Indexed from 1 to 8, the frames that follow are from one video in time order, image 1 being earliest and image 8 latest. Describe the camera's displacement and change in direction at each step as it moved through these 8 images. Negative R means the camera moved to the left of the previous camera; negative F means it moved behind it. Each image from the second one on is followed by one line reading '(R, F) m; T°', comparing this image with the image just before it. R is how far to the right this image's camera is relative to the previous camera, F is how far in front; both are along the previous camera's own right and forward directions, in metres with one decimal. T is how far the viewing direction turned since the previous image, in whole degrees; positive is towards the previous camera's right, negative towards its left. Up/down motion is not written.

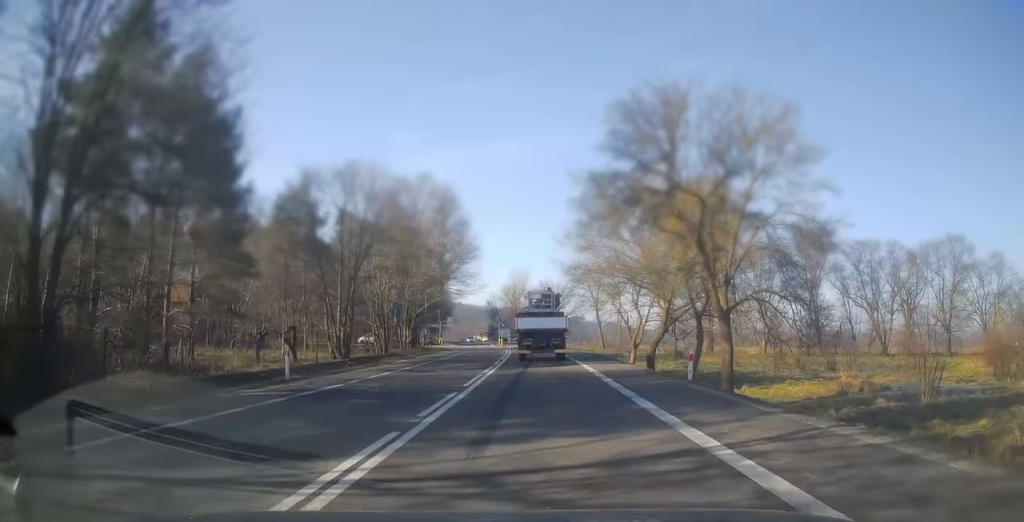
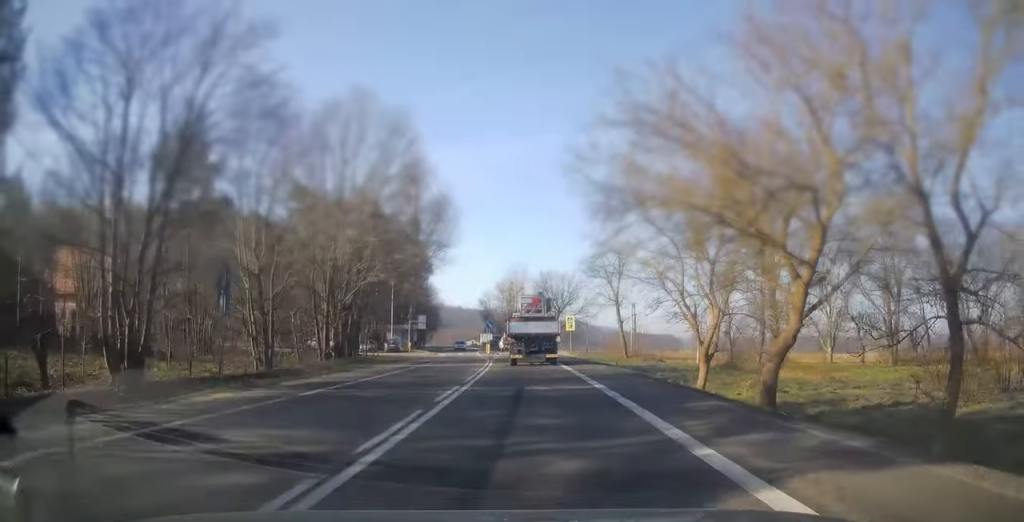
(+0.2, +20.9) m; 0°
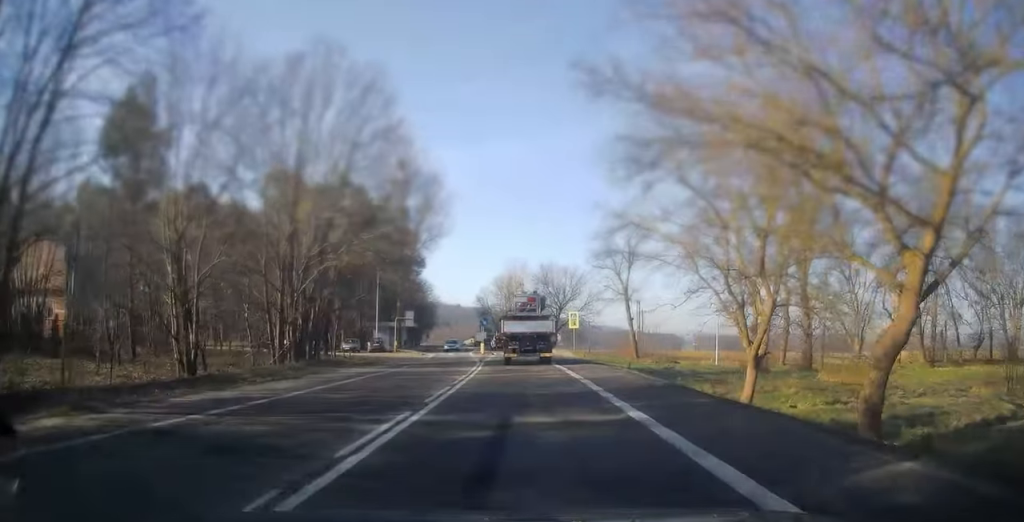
(0.0, +6.5) m; 0°
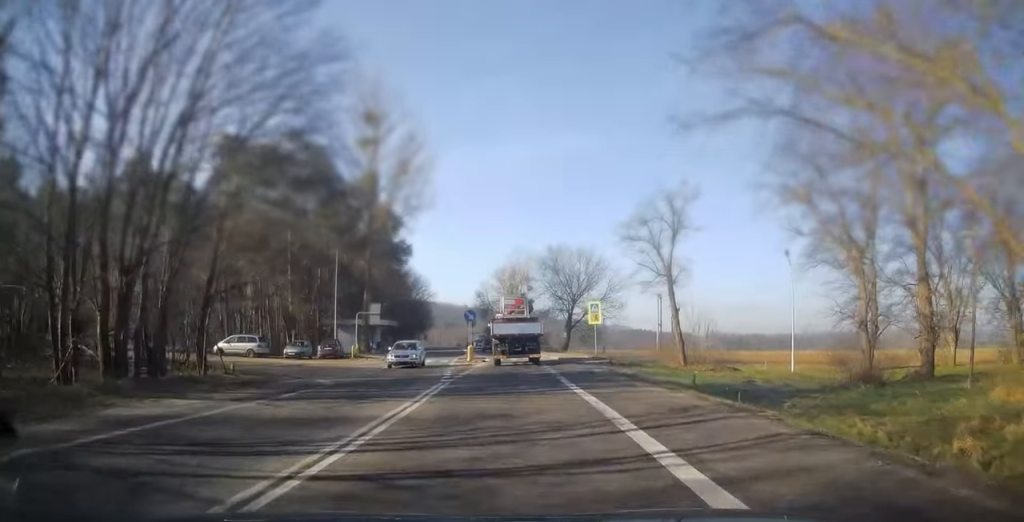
(-0.1, +15.2) m; -1°
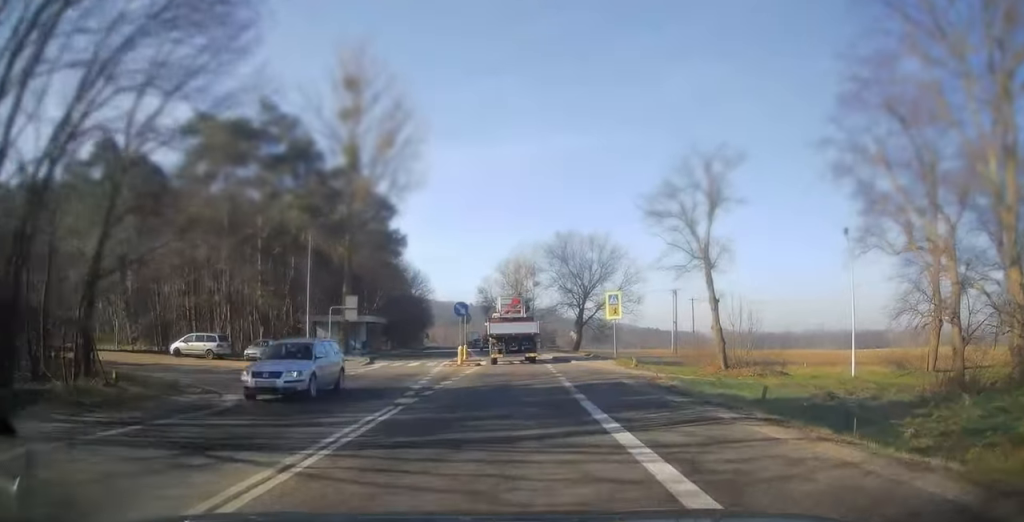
(-0.1, +7.3) m; -1°
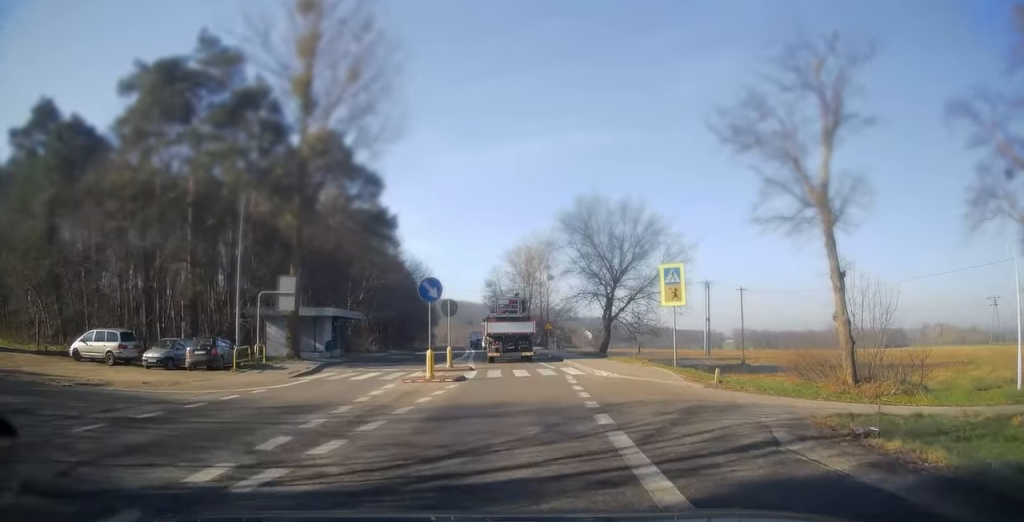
(-0.2, +12.2) m; -2°
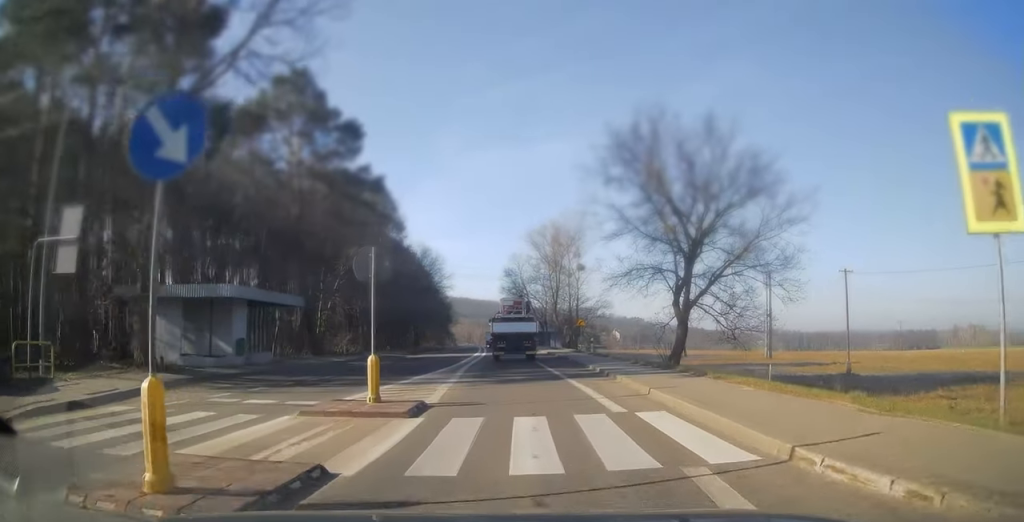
(-0.3, +15.6) m; -2°
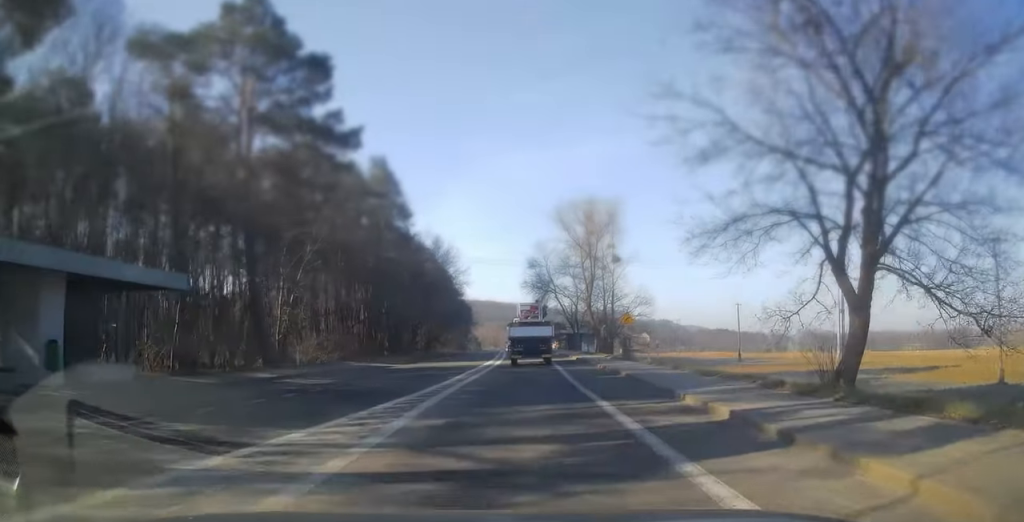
(-0.1, +12.9) m; -1°
